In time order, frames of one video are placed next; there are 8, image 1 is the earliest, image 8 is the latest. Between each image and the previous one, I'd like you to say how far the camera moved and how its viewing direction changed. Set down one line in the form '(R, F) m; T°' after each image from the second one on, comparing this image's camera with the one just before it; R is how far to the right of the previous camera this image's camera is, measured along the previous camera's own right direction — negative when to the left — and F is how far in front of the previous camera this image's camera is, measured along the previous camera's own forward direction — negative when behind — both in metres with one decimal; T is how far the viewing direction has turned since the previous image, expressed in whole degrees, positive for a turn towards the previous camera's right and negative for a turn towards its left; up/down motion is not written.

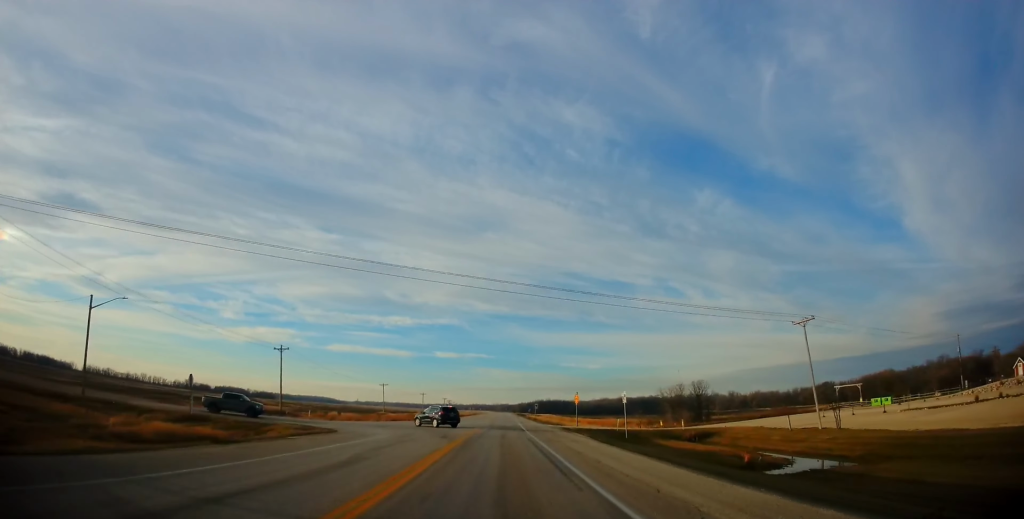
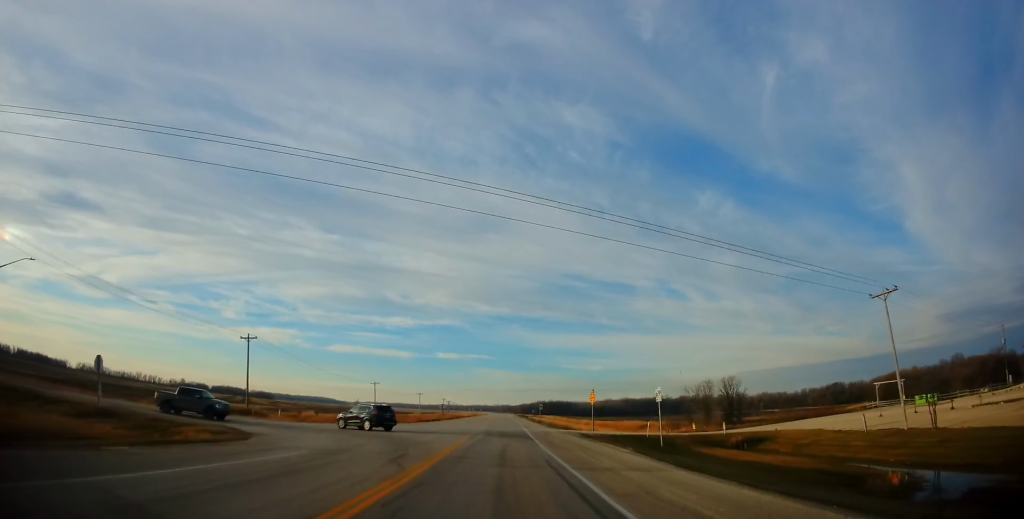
(0.0, +12.5) m; -1°
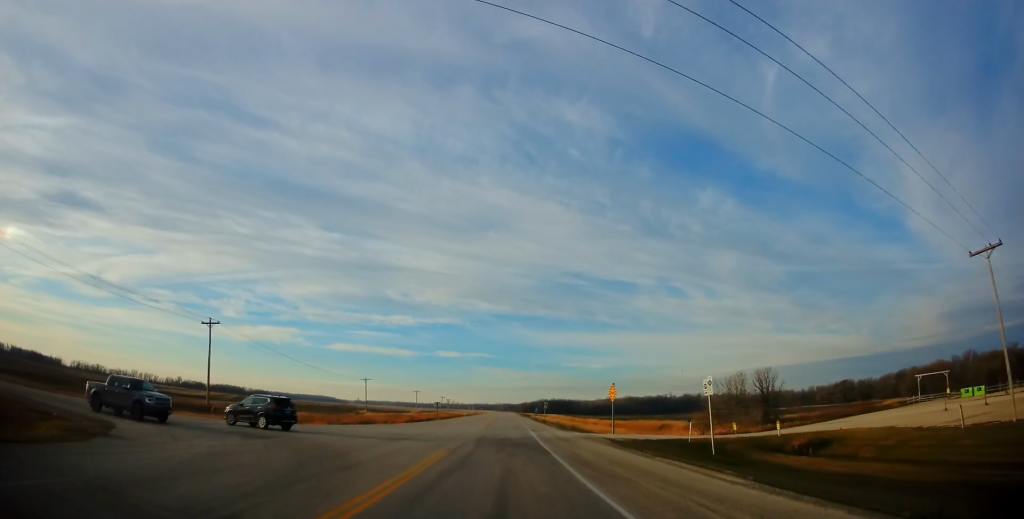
(-0.1, +11.0) m; +1°
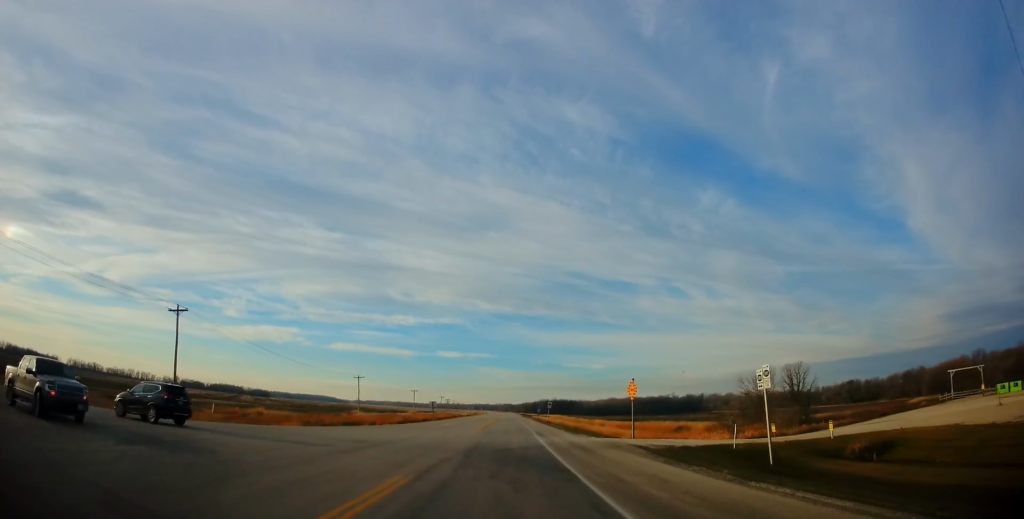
(-0.1, +7.3) m; 0°
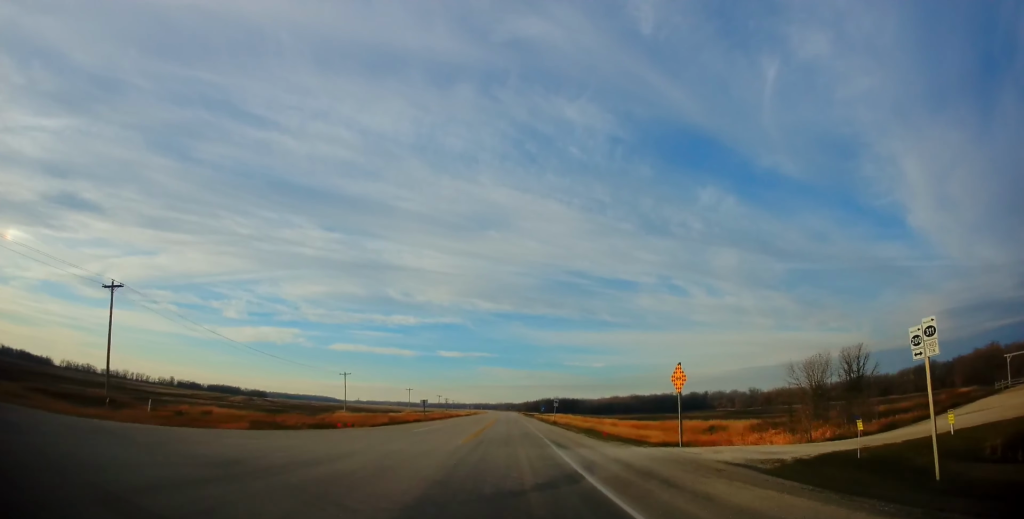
(+0.2, +11.5) m; +1°
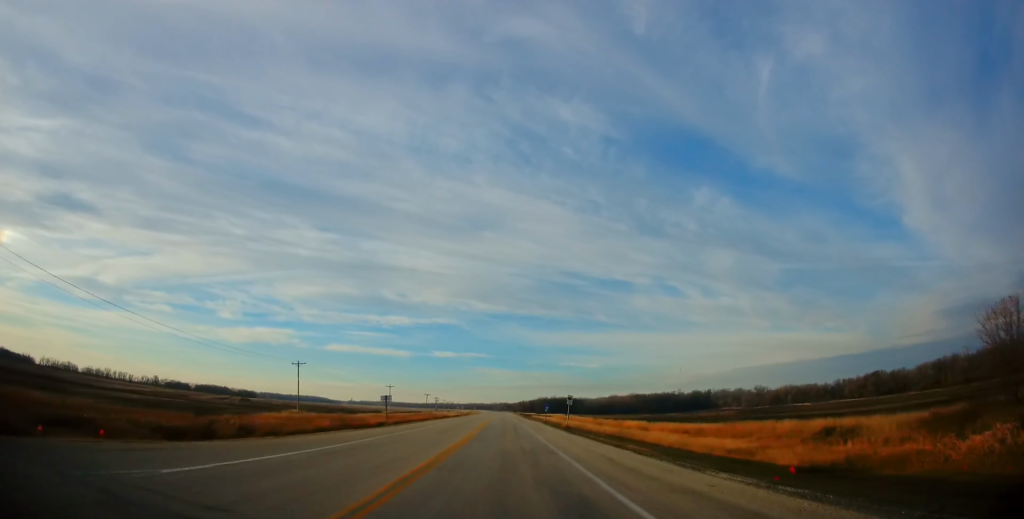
(+0.3, +24.2) m; 0°
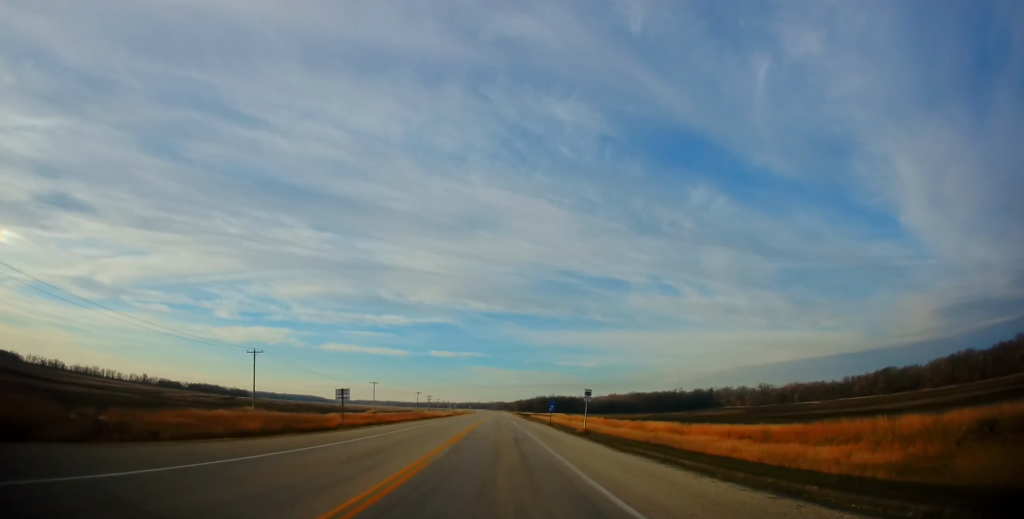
(-0.2, +15.1) m; -1°
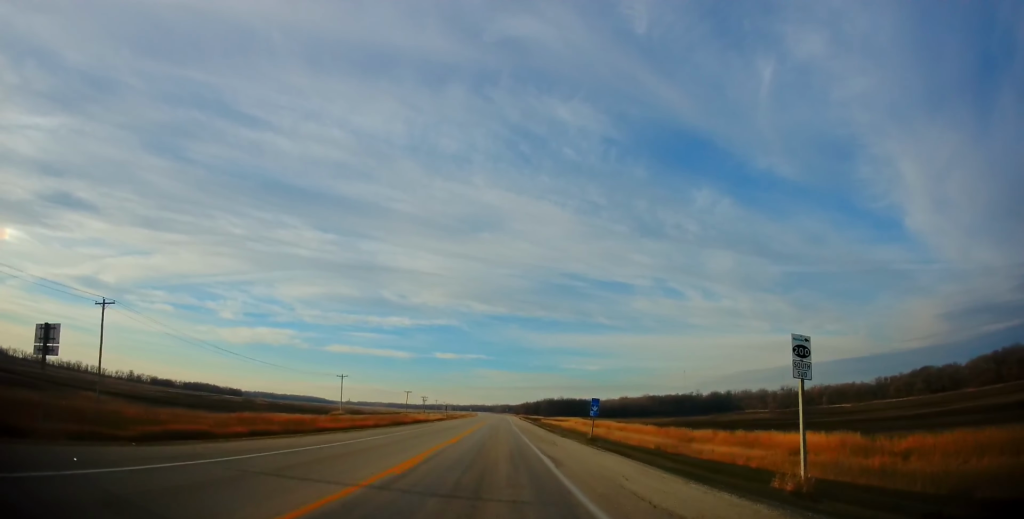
(-0.1, +32.0) m; 0°
